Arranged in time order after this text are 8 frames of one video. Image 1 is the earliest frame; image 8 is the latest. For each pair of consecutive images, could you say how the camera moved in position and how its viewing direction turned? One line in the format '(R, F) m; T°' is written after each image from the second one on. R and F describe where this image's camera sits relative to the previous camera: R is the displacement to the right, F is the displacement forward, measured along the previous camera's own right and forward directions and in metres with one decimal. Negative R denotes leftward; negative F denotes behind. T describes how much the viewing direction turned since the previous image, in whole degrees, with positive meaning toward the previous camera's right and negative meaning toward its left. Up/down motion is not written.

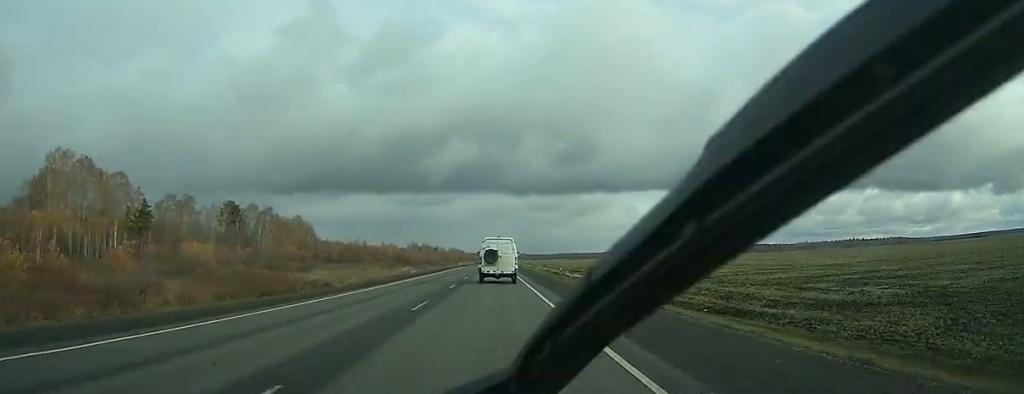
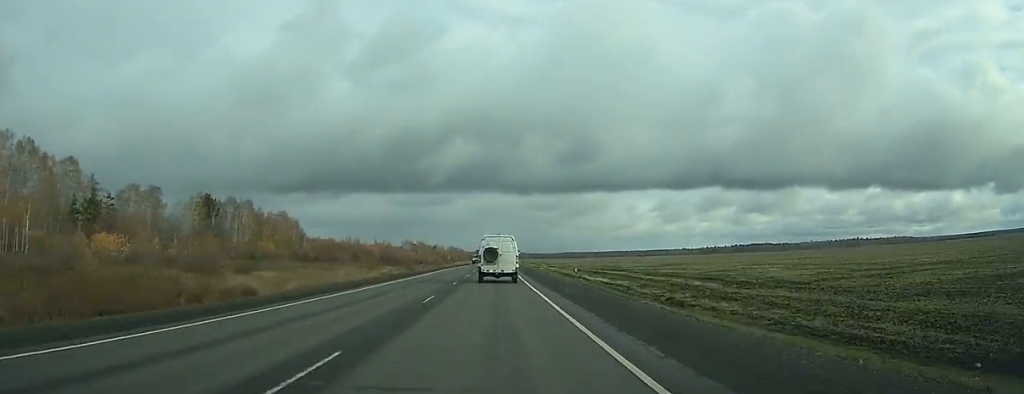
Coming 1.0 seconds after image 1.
(+0.1, +22.1) m; 0°
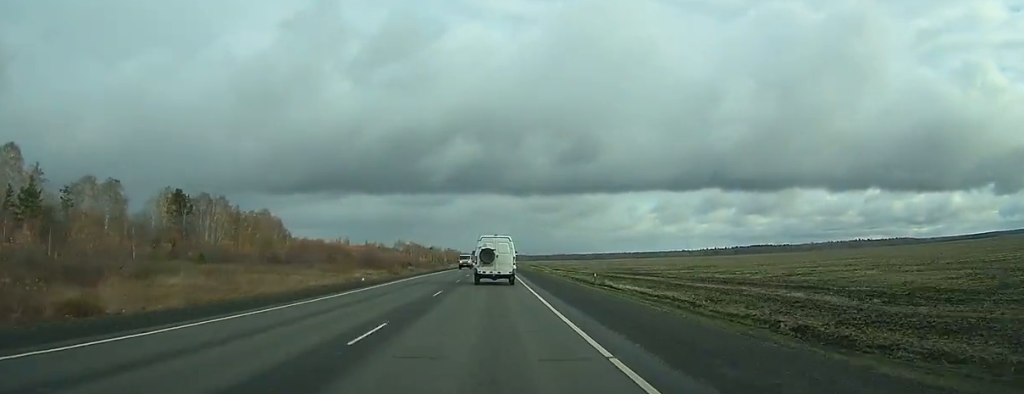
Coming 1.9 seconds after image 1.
(0.0, +21.1) m; 0°
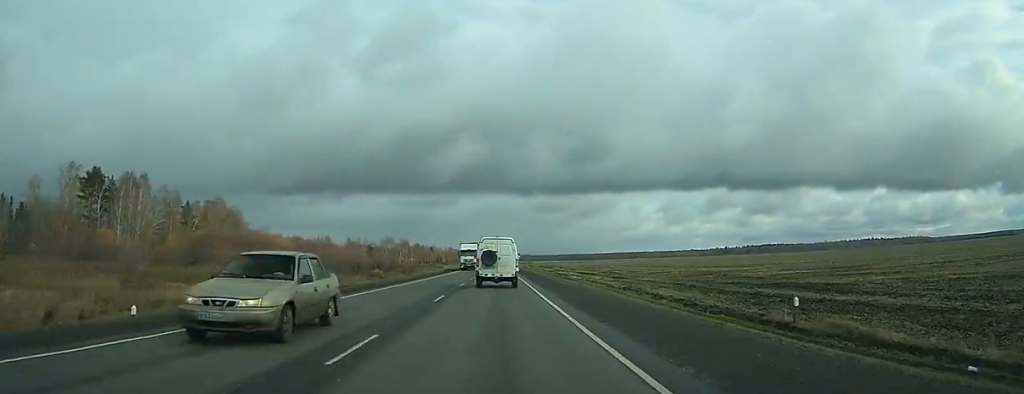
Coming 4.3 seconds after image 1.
(0.0, +51.9) m; 0°
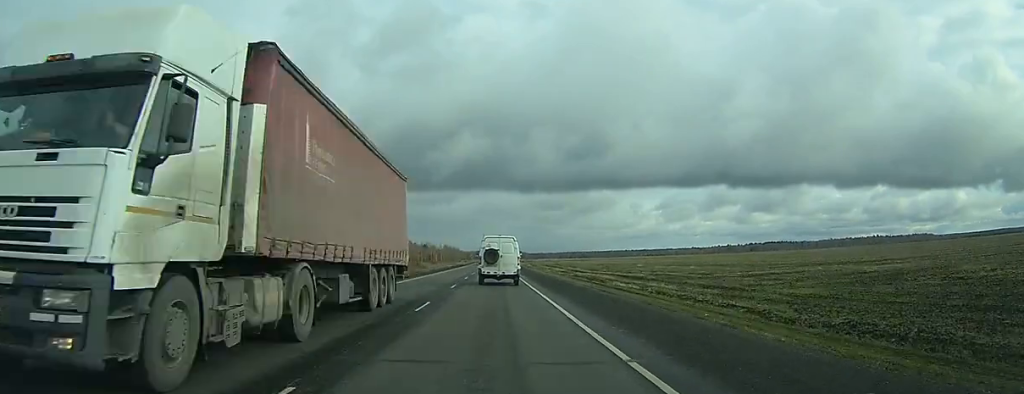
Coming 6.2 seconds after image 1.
(-0.3, +40.9) m; 0°
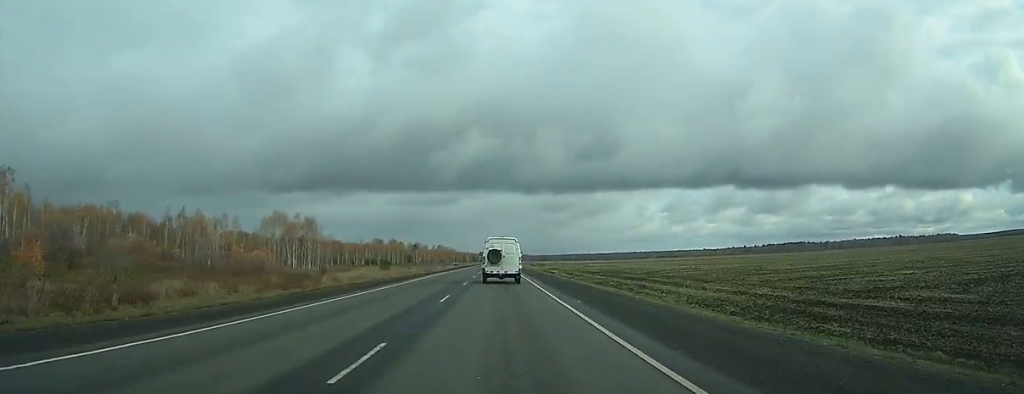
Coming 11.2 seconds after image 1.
(+0.1, +102.6) m; 0°
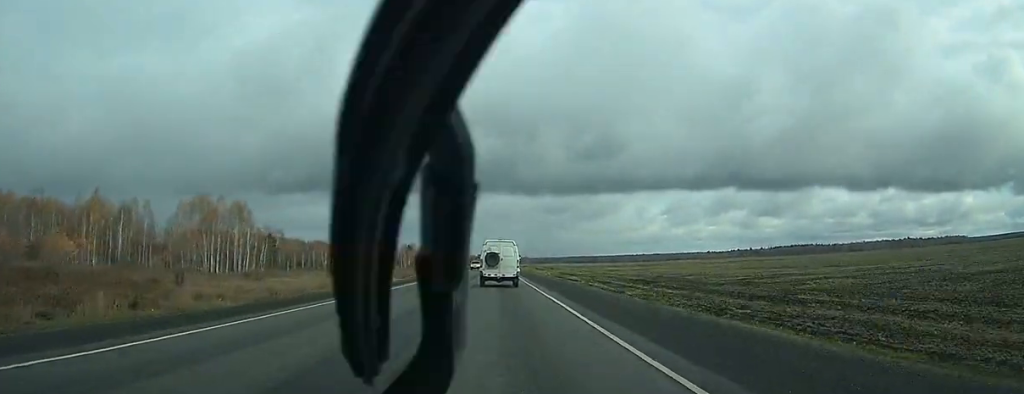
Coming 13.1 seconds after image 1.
(+0.1, +41.6) m; 0°
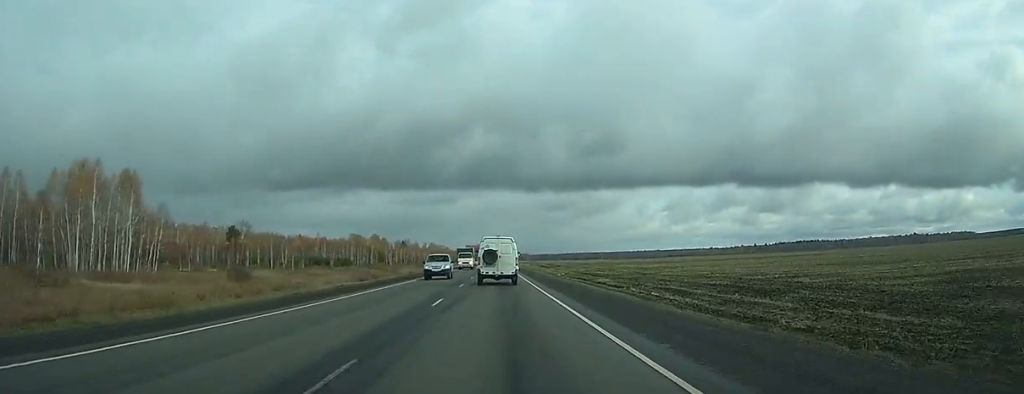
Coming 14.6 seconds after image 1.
(0.0, +34.3) m; 0°
